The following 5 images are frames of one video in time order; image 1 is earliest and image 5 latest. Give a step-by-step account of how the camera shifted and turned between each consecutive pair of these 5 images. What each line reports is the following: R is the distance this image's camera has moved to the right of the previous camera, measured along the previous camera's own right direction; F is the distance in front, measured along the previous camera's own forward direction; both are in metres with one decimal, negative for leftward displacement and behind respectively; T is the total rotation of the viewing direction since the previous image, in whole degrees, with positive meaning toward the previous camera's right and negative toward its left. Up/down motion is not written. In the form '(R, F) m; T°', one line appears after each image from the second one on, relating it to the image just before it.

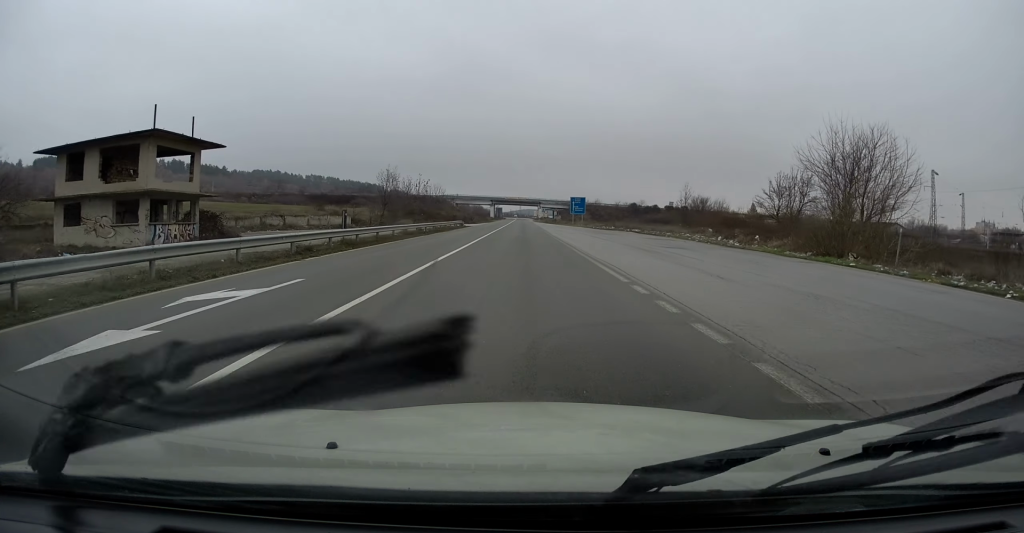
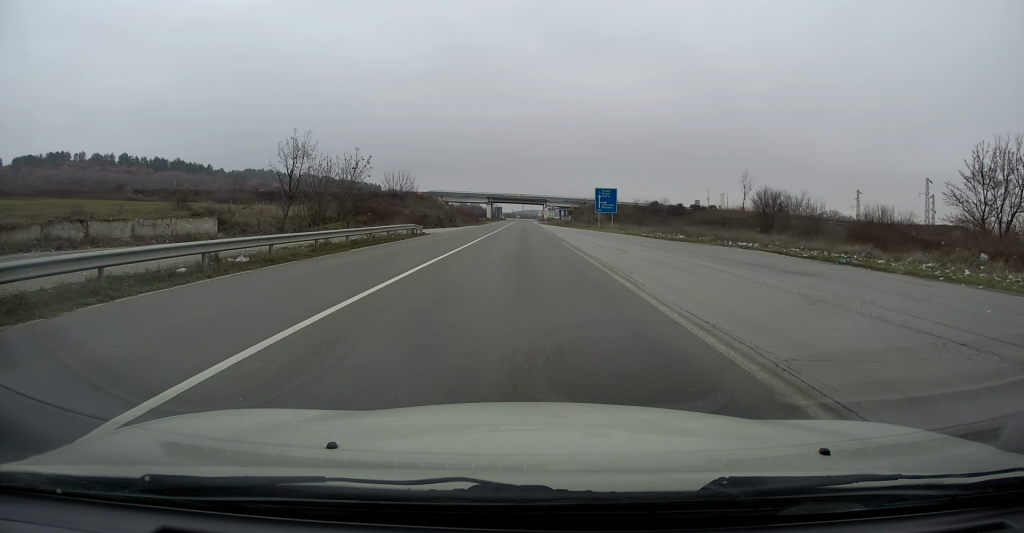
(-0.2, +32.1) m; 0°
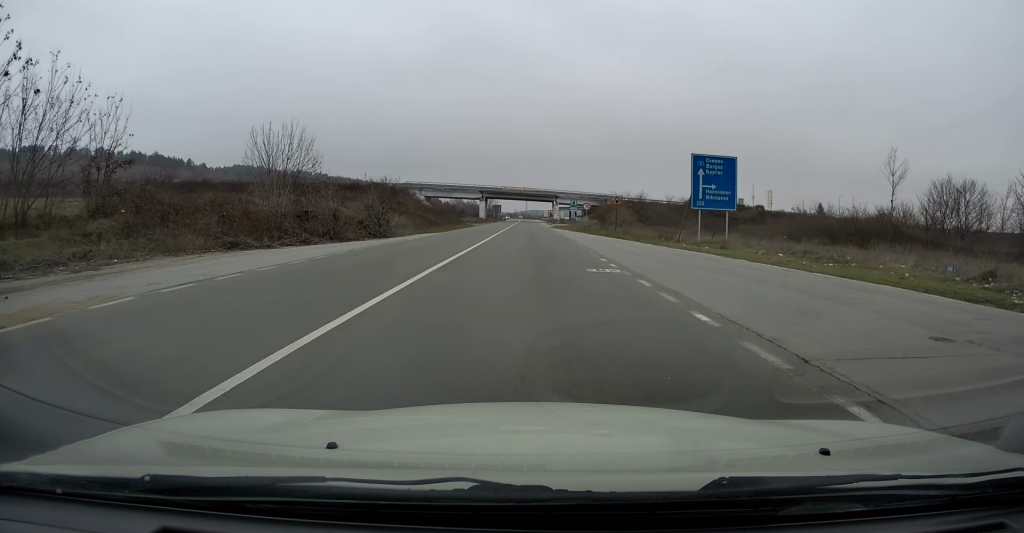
(0.0, +39.4) m; 0°
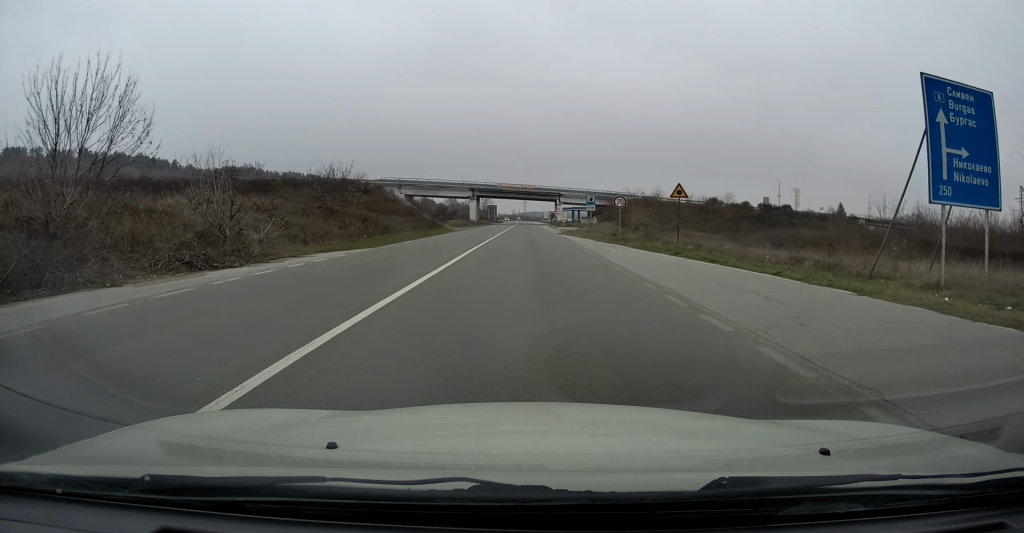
(0.0, +21.2) m; 0°
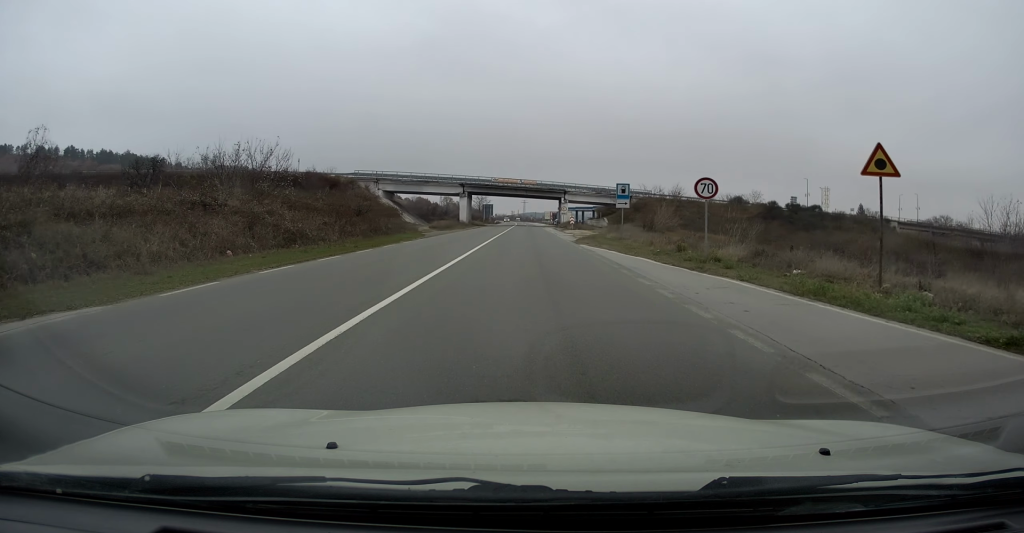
(0.0, +19.1) m; 0°
